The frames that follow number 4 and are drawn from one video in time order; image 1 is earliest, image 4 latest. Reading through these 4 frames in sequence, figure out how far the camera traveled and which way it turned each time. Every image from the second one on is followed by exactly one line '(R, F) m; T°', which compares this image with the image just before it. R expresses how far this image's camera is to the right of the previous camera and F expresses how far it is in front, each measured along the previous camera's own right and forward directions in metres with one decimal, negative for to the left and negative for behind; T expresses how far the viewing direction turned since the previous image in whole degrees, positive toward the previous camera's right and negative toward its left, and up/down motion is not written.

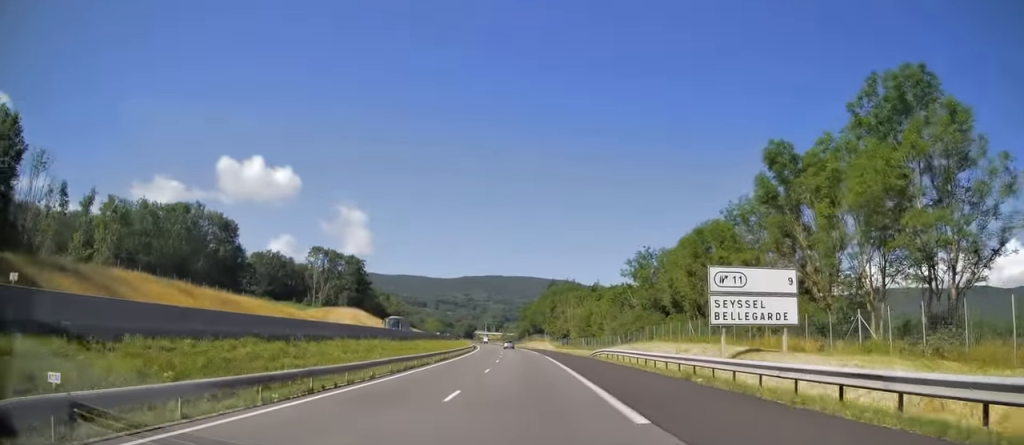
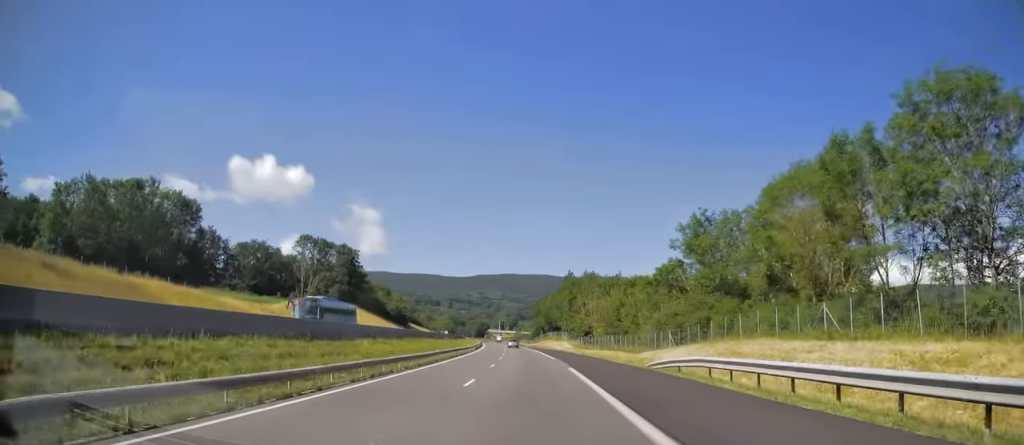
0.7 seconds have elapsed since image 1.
(-0.3, +21.9) m; -2°
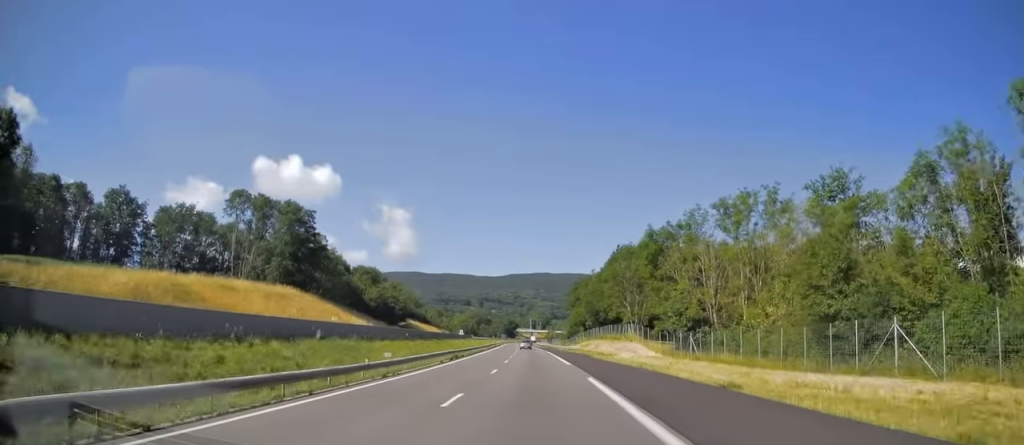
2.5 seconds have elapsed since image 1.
(-2.2, +57.3) m; -4°
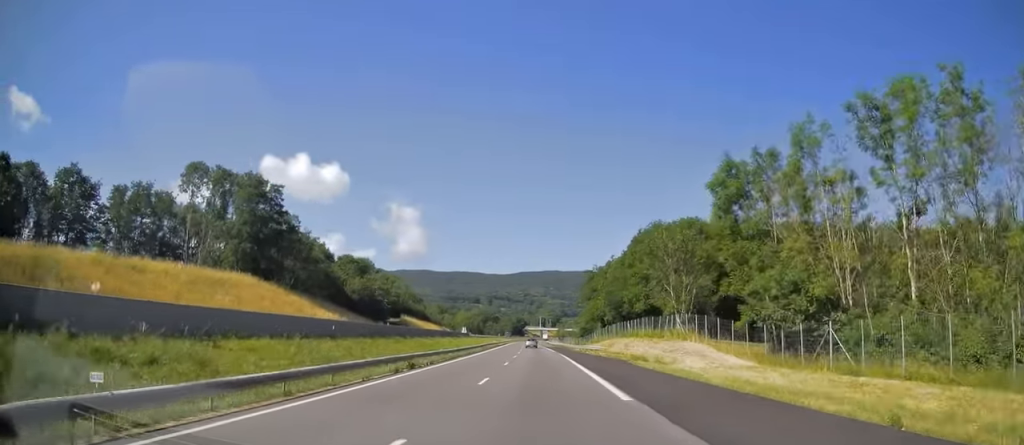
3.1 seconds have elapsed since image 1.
(-0.2, +20.4) m; -1°
